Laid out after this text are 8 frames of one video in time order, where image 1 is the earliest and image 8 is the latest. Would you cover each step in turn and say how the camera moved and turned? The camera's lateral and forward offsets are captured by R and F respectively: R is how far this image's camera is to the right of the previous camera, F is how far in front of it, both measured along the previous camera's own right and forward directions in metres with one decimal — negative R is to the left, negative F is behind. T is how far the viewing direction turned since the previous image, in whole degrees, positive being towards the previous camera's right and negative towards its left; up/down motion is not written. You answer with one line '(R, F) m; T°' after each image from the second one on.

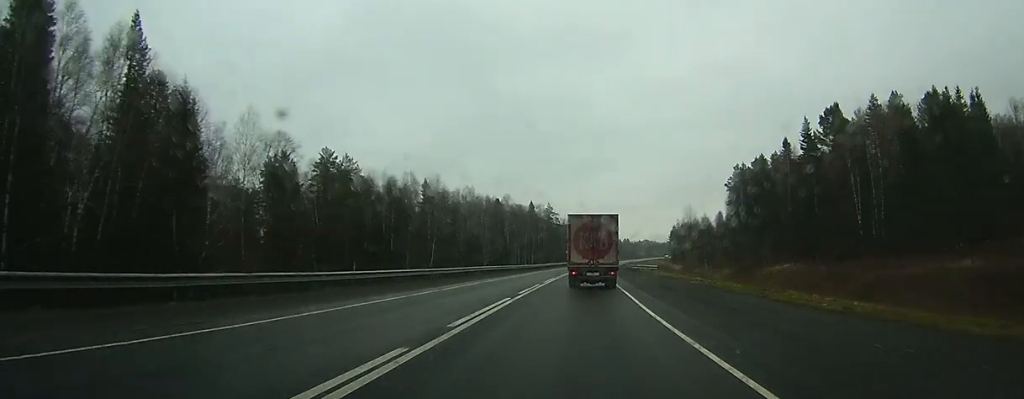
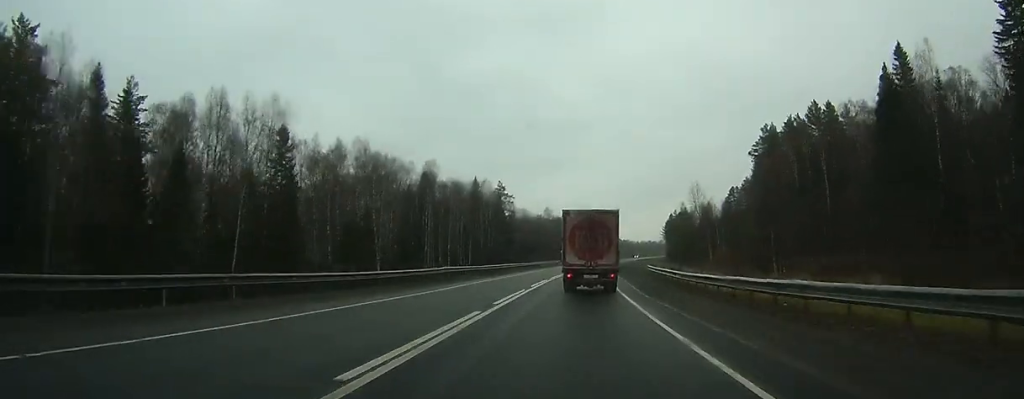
(+1.9, +65.5) m; +3°
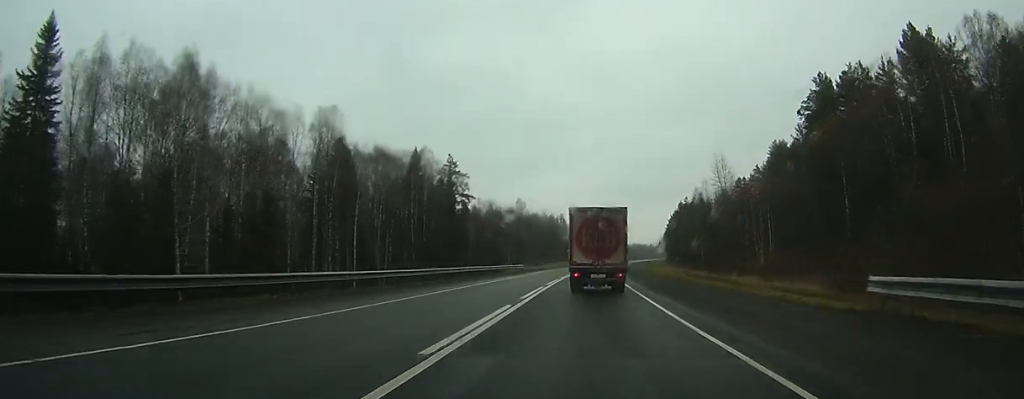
(+0.8, +46.4) m; +2°
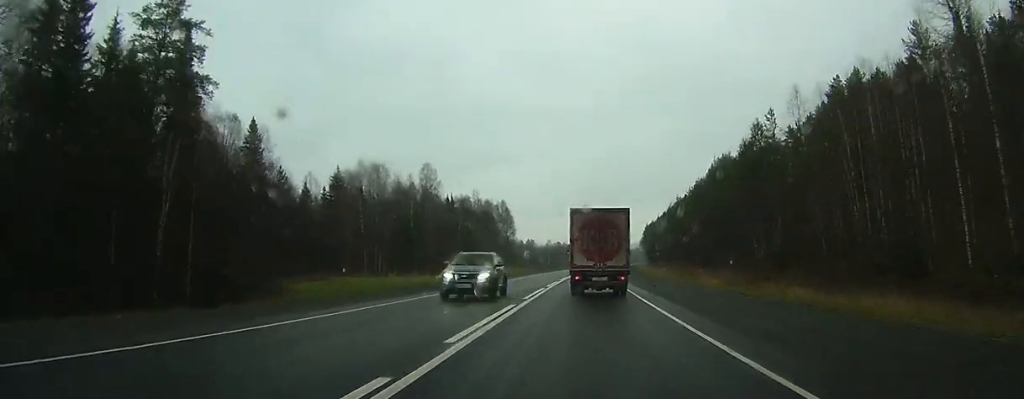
(+2.9, +82.4) m; +4°
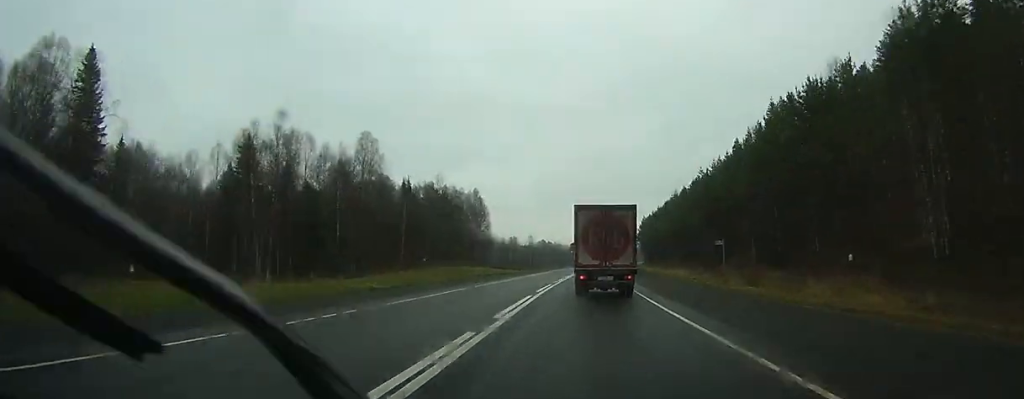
(+0.3, +30.7) m; +1°
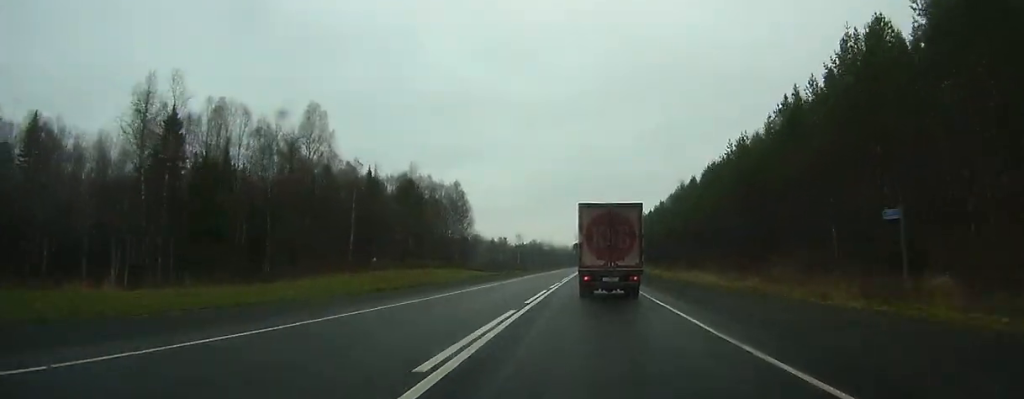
(+0.1, +17.8) m; +1°
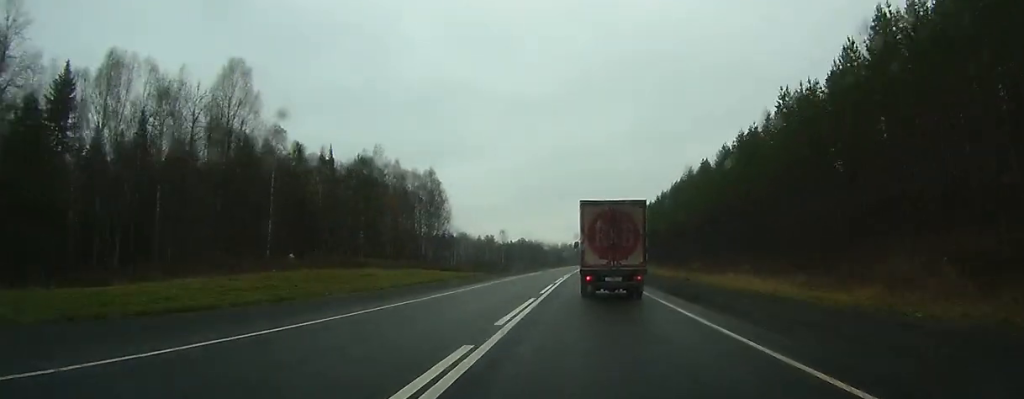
(0.0, +17.8) m; +1°
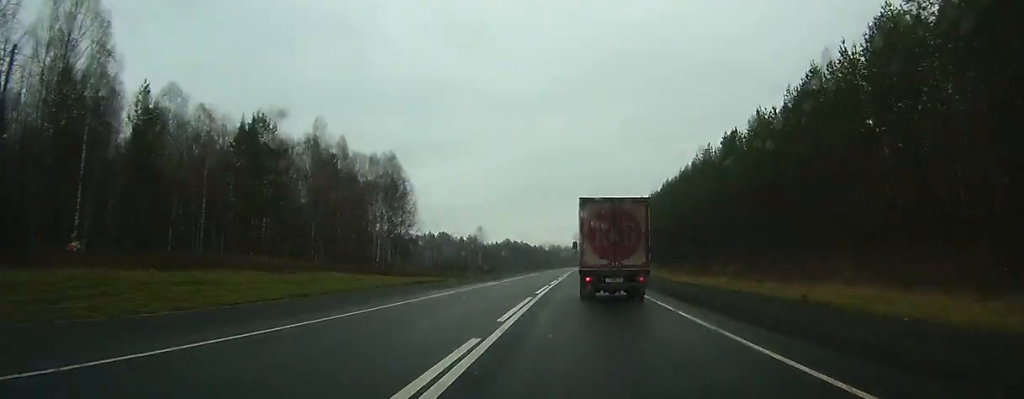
(+0.4, +21.4) m; +1°
